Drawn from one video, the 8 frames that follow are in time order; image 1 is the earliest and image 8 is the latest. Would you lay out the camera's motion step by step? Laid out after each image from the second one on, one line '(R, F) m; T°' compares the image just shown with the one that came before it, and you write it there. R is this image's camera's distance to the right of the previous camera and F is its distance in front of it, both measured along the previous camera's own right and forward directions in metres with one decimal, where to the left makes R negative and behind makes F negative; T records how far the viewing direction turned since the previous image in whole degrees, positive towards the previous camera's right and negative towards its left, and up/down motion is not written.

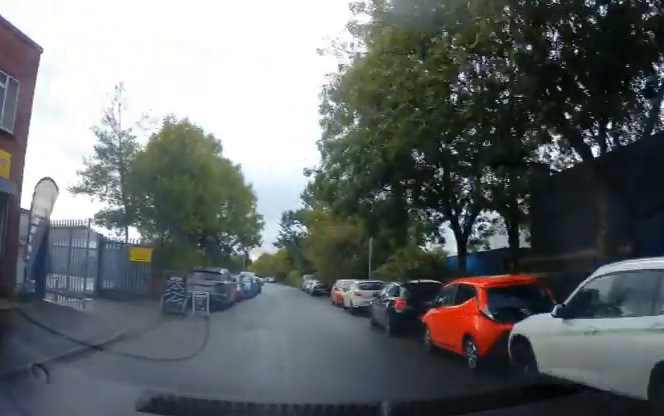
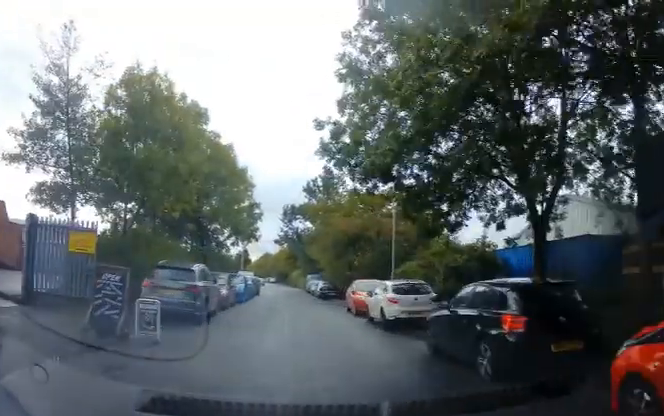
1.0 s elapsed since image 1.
(+0.4, +5.7) m; -1°
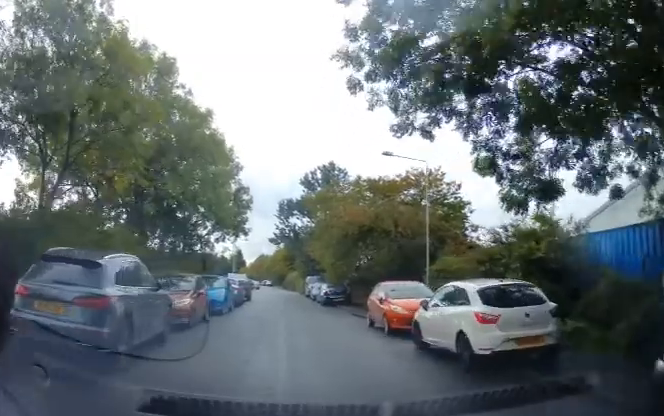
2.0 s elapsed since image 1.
(-0.5, +6.4) m; -4°
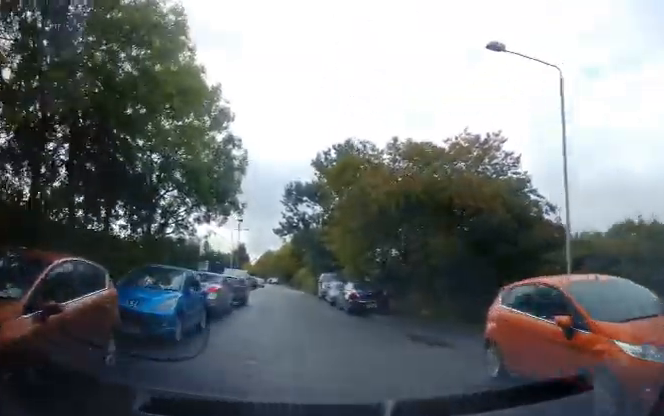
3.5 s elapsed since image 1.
(+0.2, +8.6) m; +2°
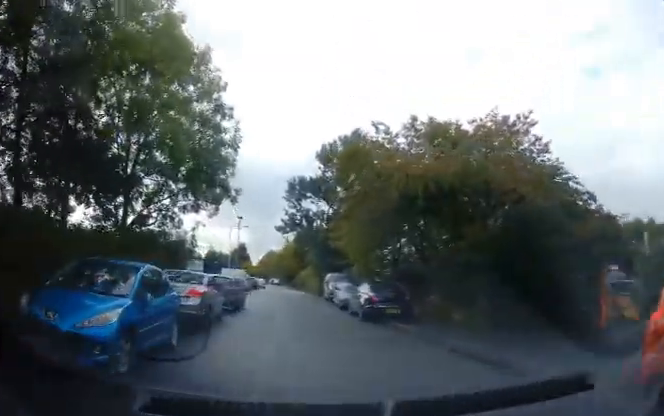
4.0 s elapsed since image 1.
(0.0, +3.4) m; +1°
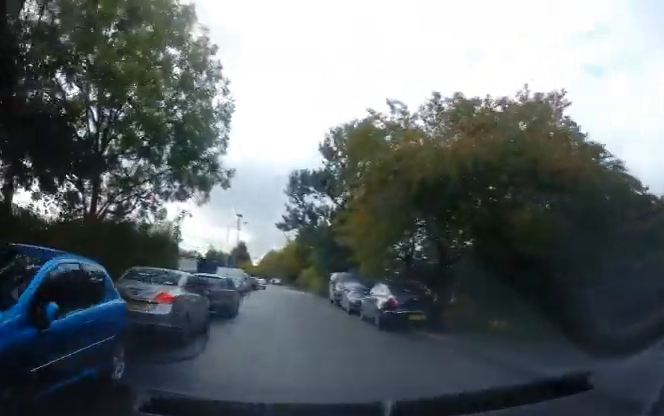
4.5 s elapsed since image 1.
(+0.1, +3.0) m; 0°
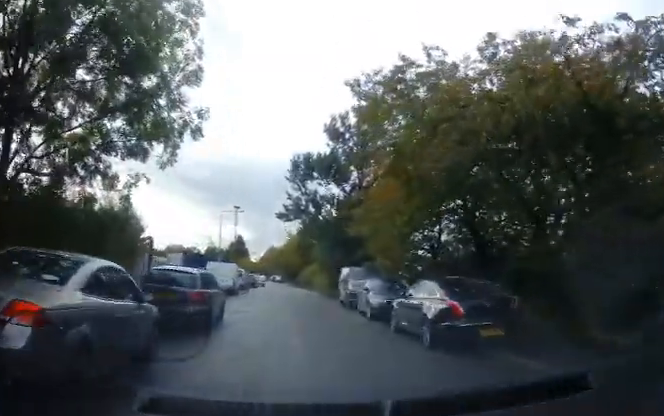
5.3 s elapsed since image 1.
(+0.1, +5.2) m; 0°
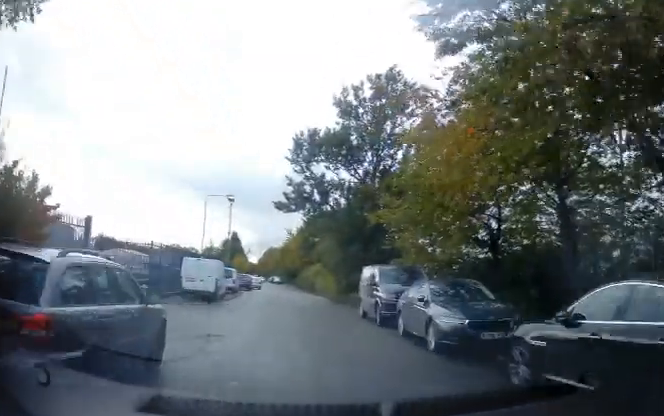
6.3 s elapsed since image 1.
(-0.1, +6.8) m; 0°
